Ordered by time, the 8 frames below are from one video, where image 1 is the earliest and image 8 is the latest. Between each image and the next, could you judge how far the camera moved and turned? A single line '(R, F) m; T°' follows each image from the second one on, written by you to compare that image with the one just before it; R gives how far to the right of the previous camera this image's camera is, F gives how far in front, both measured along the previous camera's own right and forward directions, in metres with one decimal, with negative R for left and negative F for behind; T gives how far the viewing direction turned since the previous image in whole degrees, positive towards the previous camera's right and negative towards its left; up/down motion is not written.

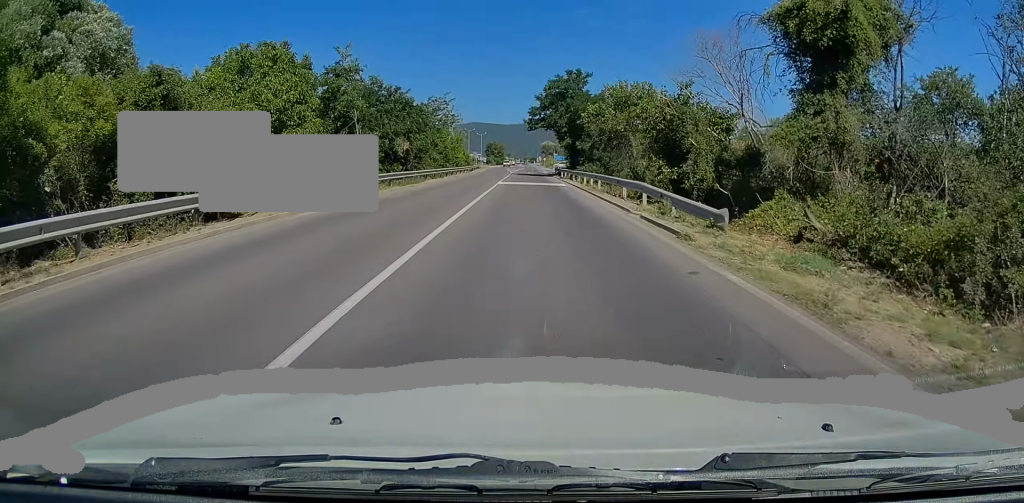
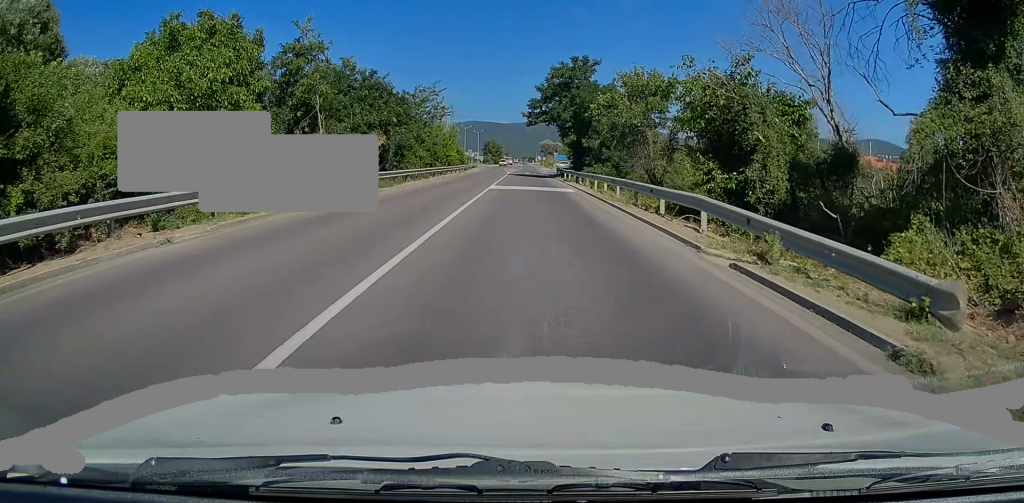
(0.0, +7.2) m; +1°
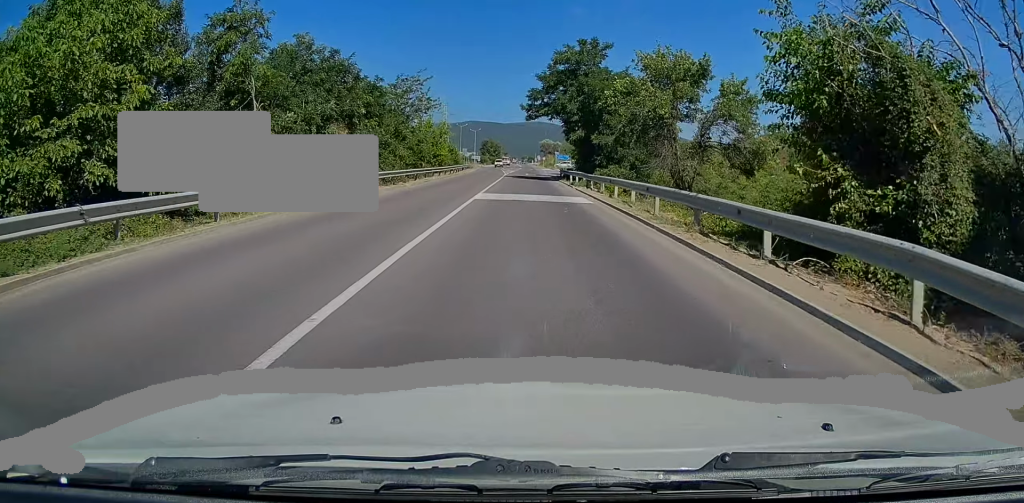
(+0.1, +7.8) m; 0°
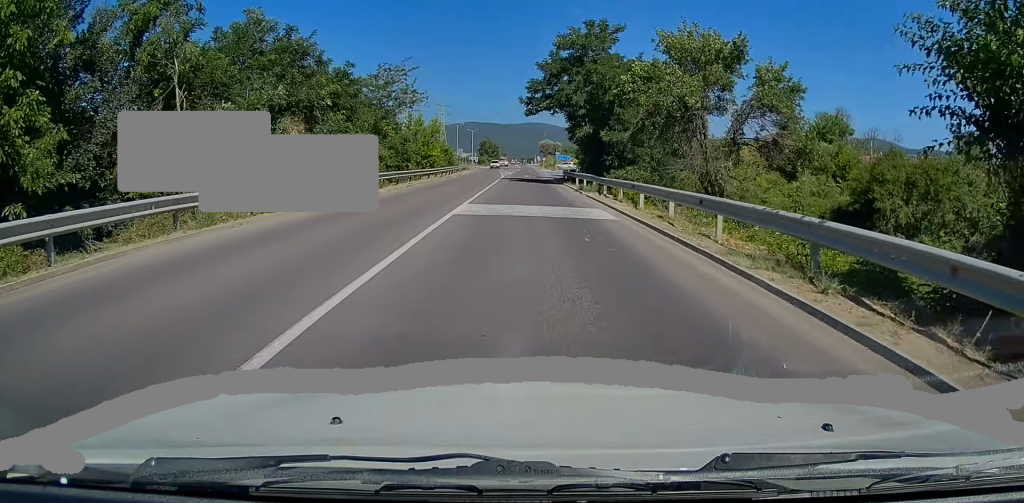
(+0.1, +6.0) m; 0°
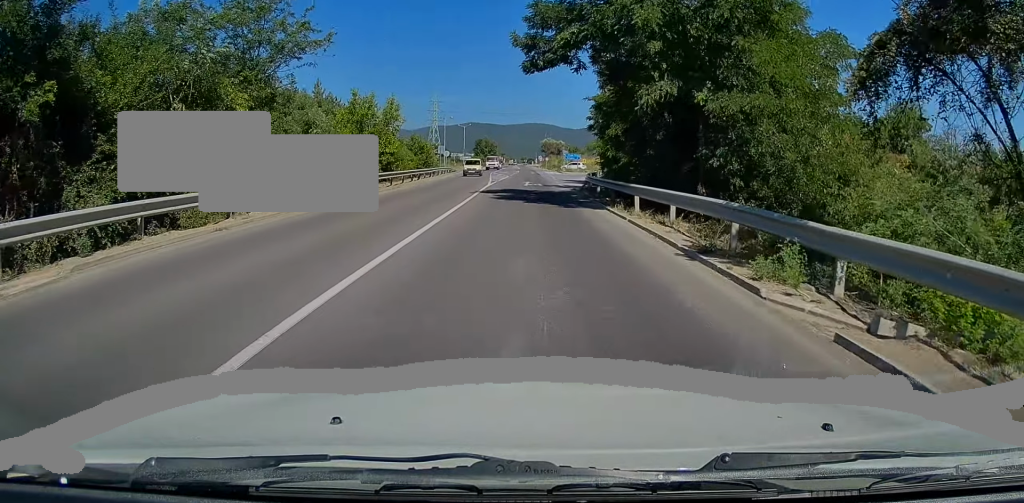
(-0.3, +21.3) m; -1°
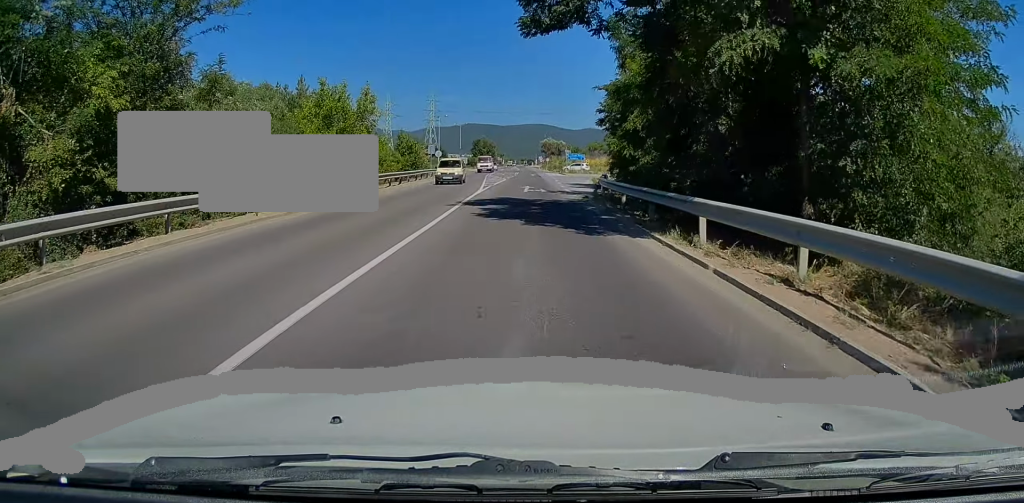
(0.0, +6.9) m; 0°
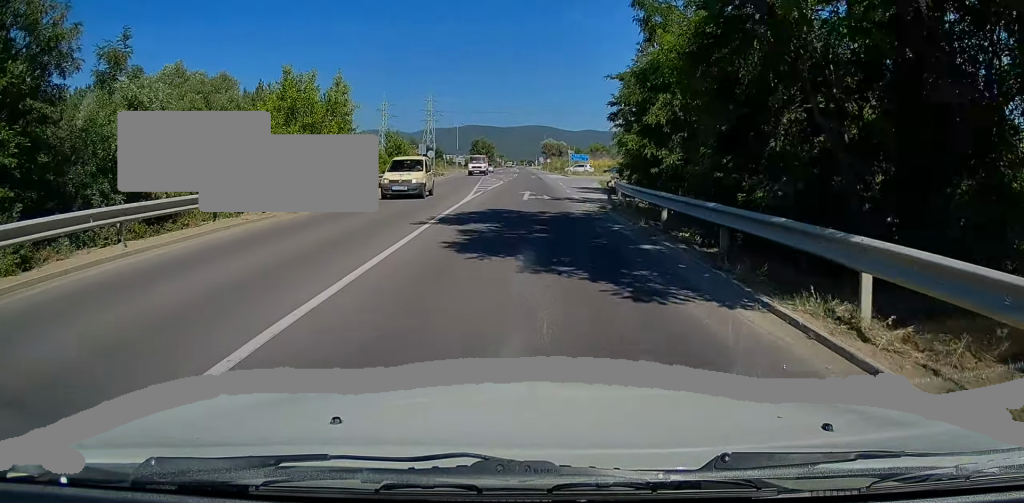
(-0.1, +5.6) m; 0°
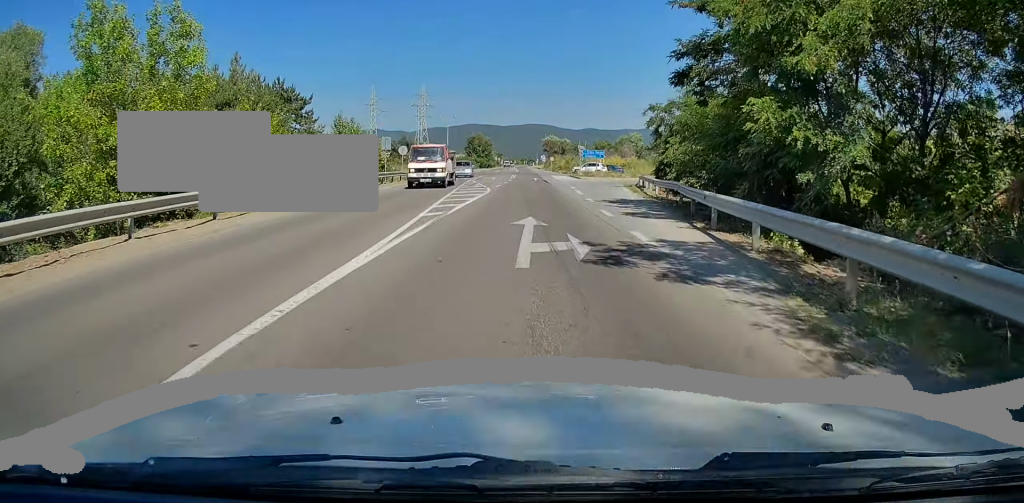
(0.0, +14.9) m; 0°
